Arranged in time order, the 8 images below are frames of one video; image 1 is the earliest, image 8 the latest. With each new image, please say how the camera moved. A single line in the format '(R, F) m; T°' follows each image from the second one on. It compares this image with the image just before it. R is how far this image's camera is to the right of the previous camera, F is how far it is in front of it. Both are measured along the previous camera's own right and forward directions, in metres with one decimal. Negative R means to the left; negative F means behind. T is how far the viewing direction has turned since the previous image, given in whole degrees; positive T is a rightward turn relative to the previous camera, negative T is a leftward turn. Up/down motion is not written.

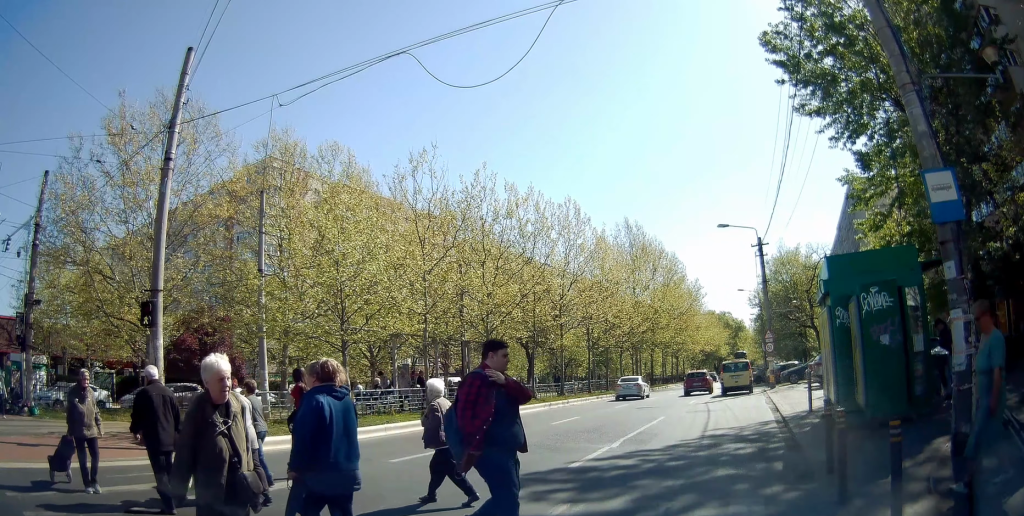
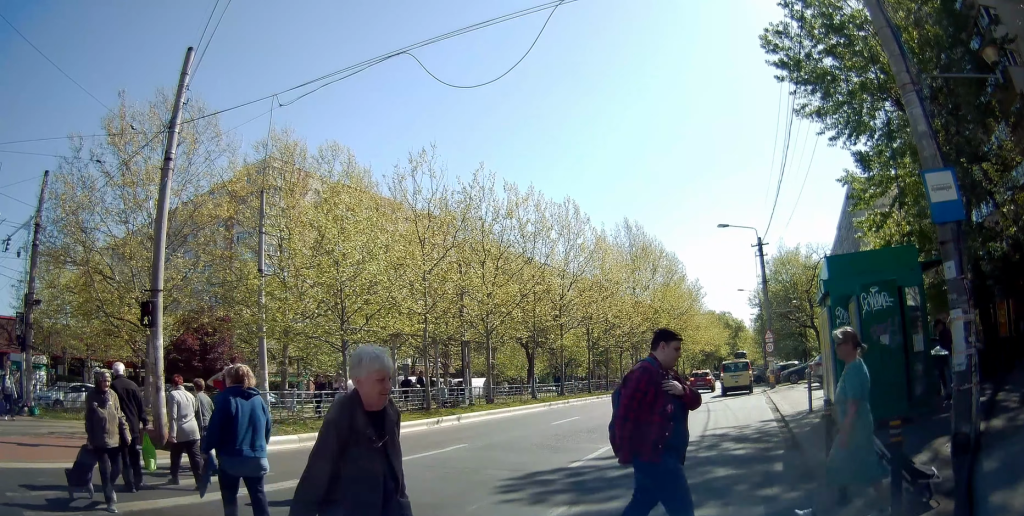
(0.0, 0.0) m; 0°
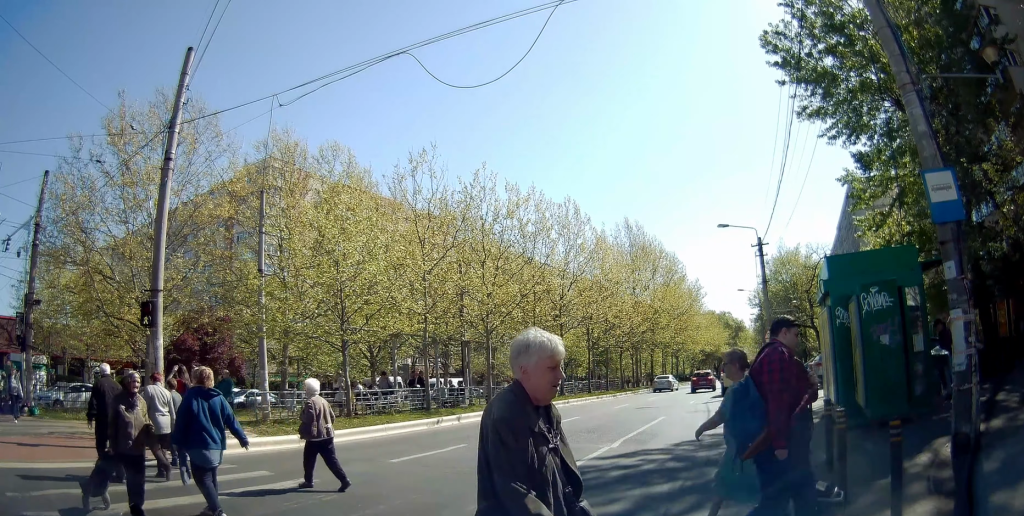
(0.0, 0.0) m; 0°
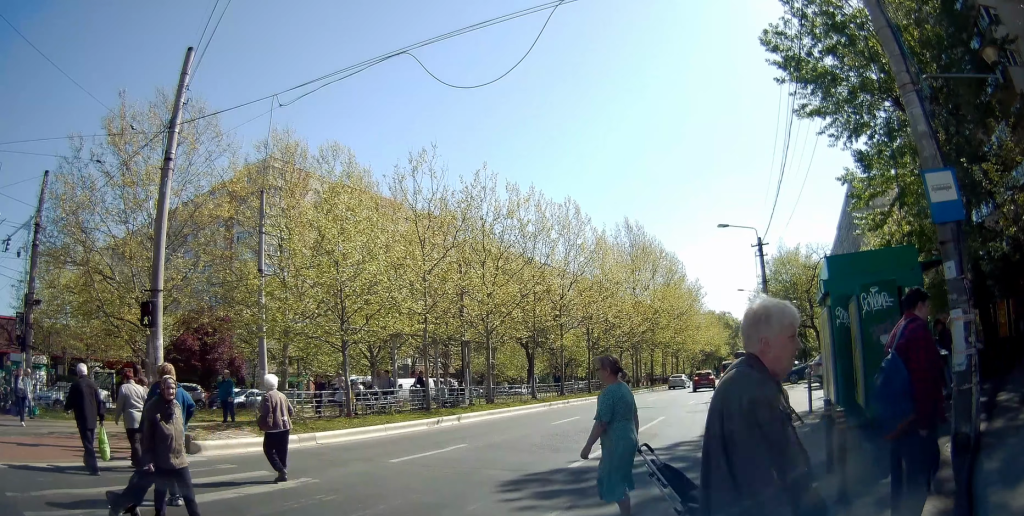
(0.0, 0.0) m; 0°
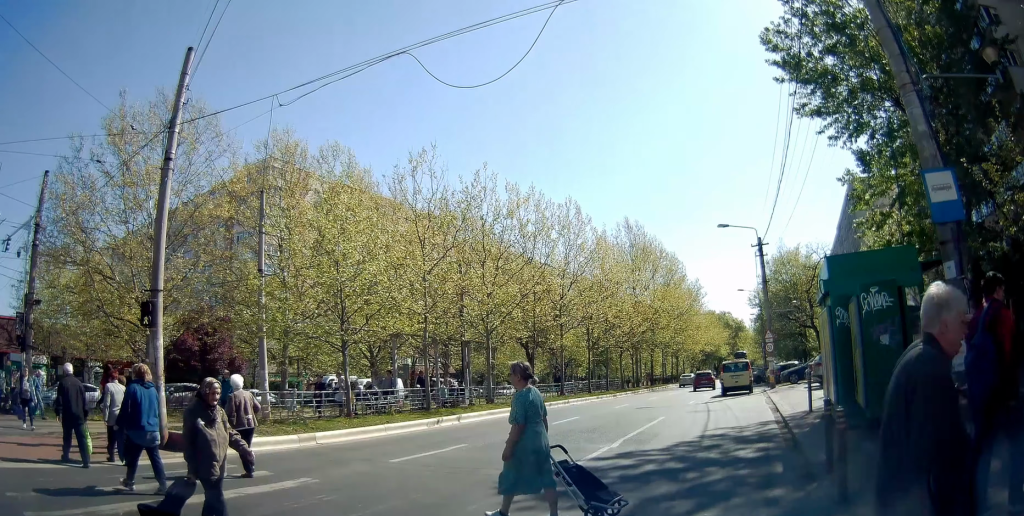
(0.0, 0.0) m; 0°
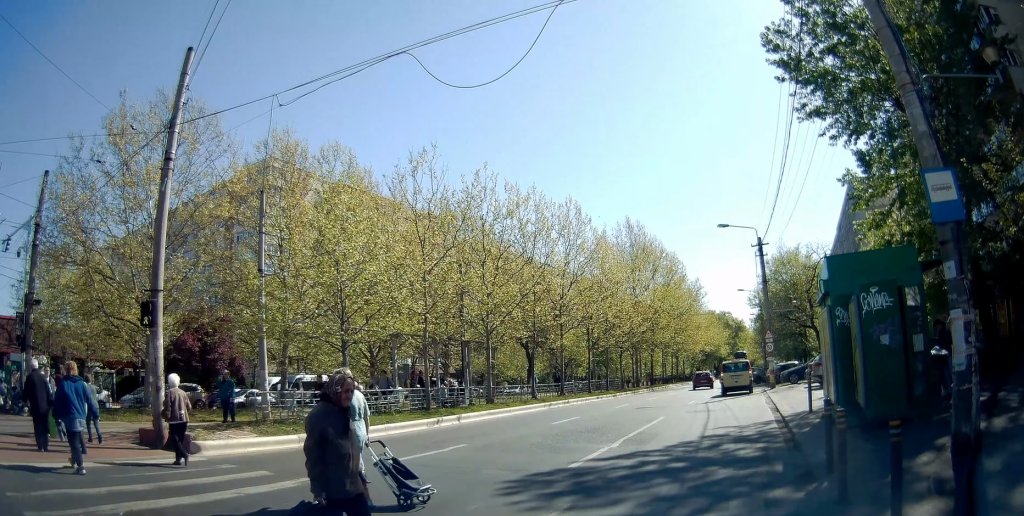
(0.0, 0.0) m; 0°
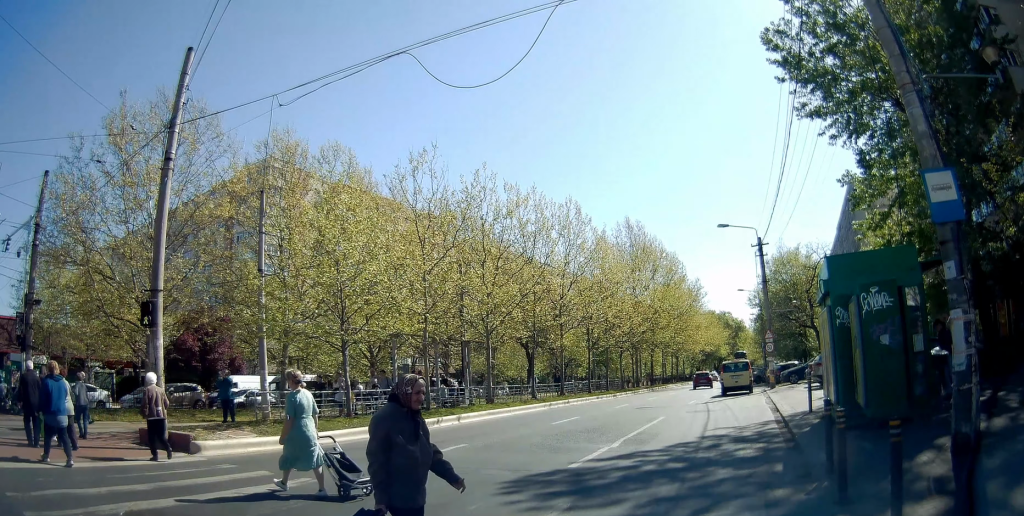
(0.0, 0.0) m; 0°
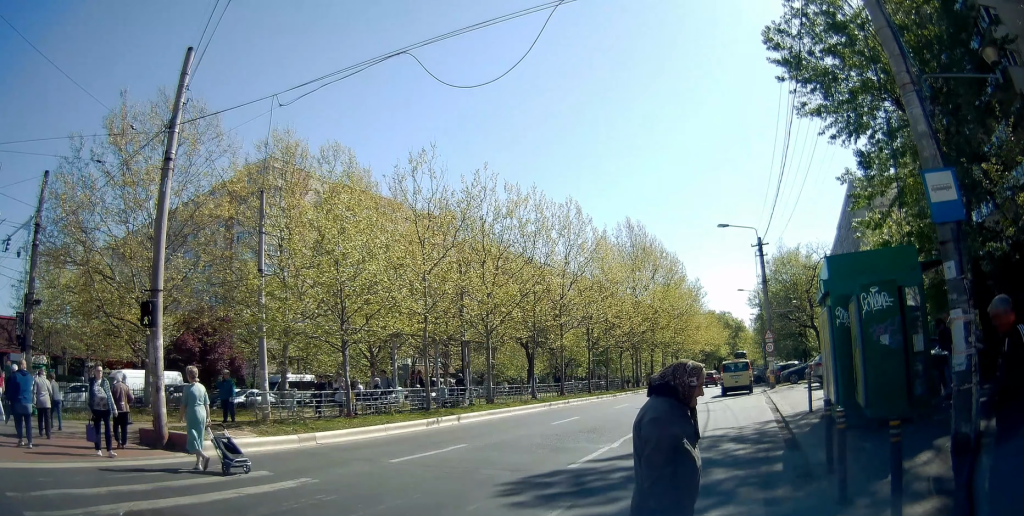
(0.0, 0.0) m; 0°
